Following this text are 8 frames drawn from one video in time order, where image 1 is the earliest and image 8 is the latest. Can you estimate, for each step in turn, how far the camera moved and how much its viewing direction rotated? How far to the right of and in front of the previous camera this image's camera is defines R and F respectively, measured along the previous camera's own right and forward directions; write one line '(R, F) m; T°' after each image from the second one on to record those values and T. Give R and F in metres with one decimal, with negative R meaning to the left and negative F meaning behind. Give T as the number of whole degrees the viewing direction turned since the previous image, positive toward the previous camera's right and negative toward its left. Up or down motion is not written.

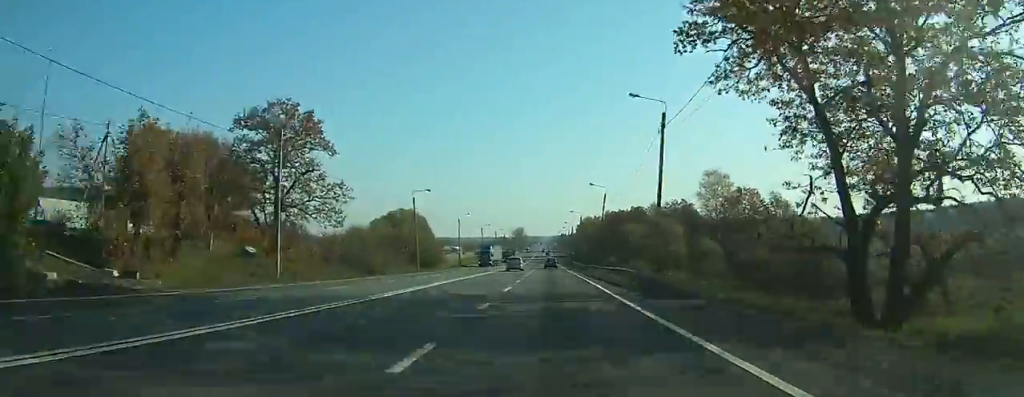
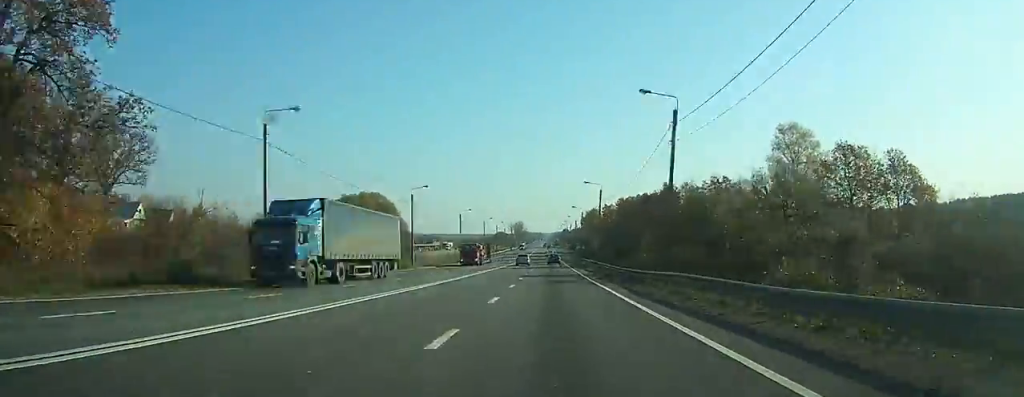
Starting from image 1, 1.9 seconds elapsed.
(0.0, +37.4) m; 0°
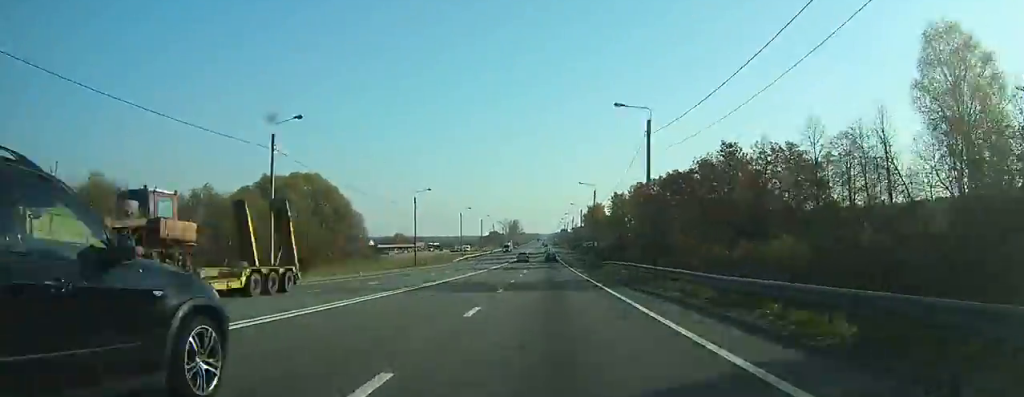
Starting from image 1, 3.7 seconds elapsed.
(-0.1, +35.0) m; 0°
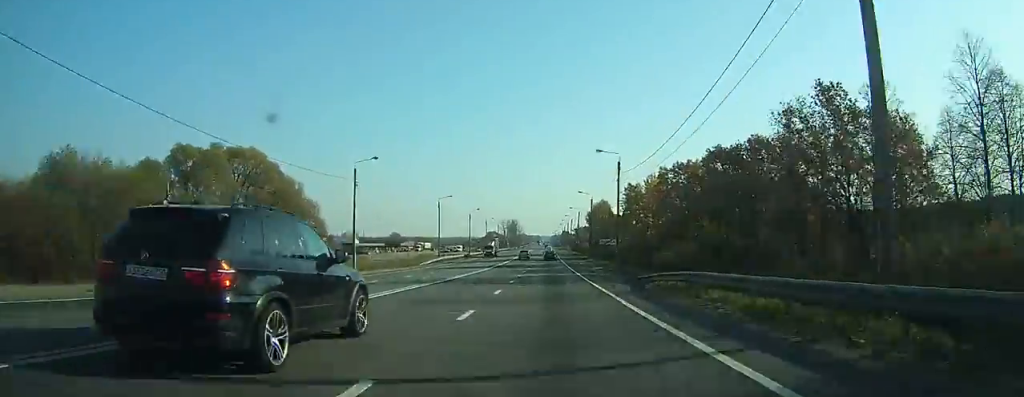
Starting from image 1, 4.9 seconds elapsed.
(0.0, +24.2) m; 0°
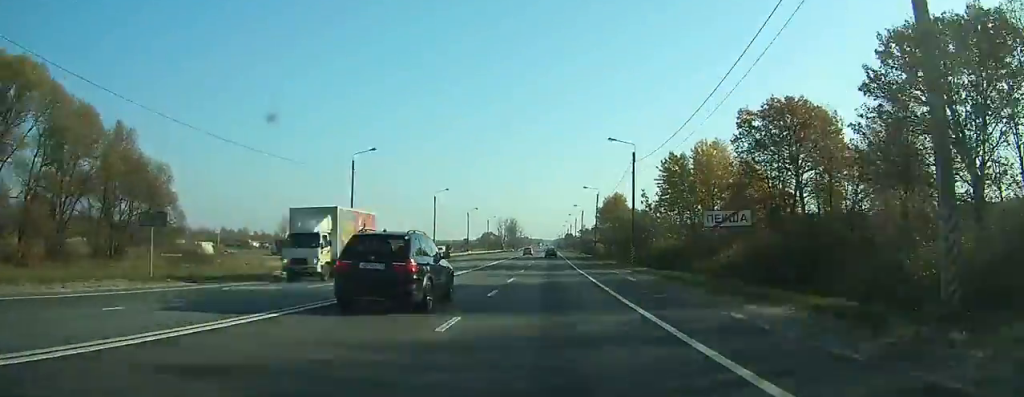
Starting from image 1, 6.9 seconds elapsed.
(-0.1, +42.8) m; 0°
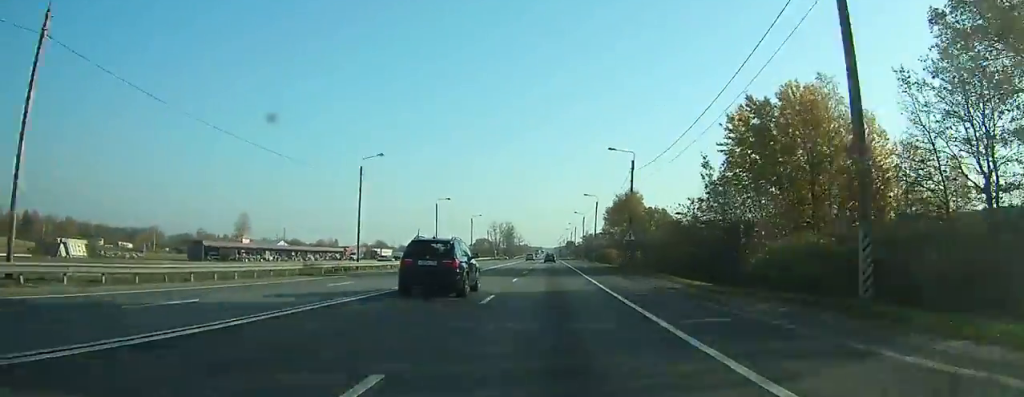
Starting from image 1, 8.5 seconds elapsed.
(0.0, +35.5) m; 0°
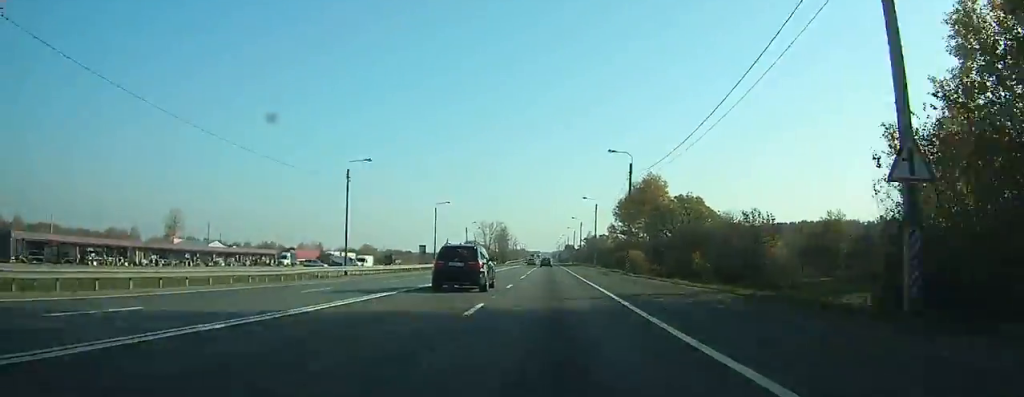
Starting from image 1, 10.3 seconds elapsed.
(0.0, +36.6) m; 0°
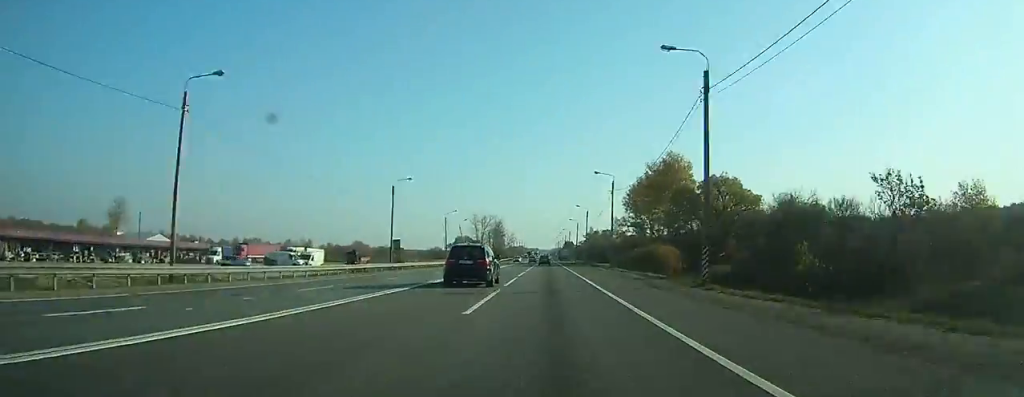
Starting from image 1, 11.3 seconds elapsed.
(0.0, +22.9) m; 0°
